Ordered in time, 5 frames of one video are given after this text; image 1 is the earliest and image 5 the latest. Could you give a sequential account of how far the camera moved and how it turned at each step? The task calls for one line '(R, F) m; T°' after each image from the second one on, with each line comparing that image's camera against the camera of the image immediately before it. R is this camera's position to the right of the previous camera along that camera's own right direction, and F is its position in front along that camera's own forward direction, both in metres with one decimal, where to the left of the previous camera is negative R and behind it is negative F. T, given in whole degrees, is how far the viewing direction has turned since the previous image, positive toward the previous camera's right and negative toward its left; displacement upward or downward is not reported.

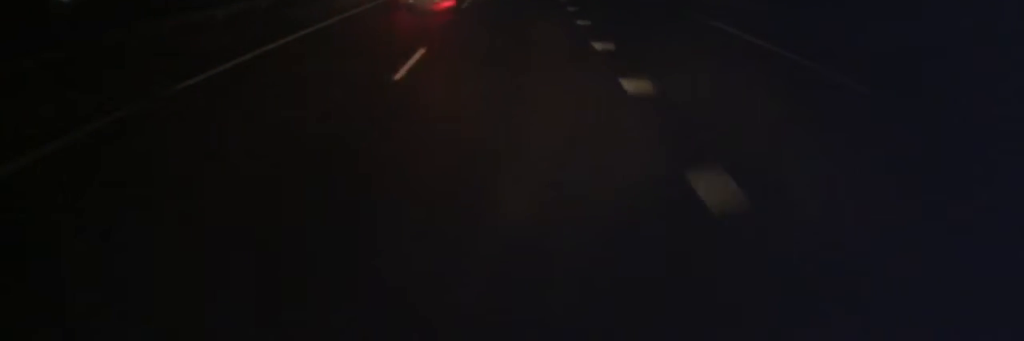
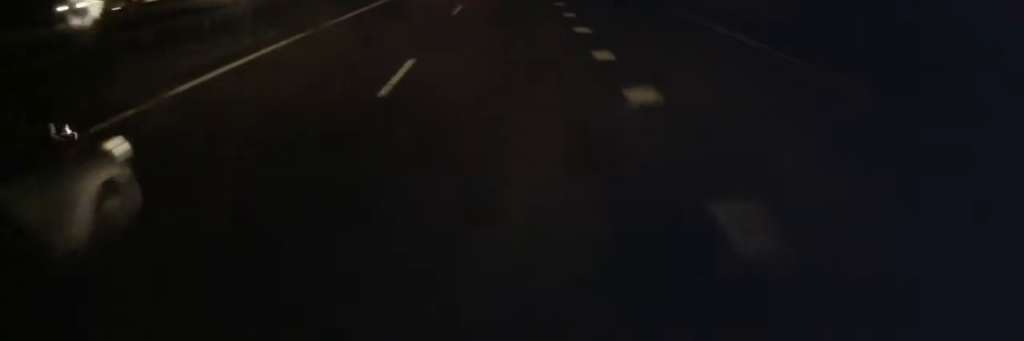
(-0.5, +36.6) m; 0°
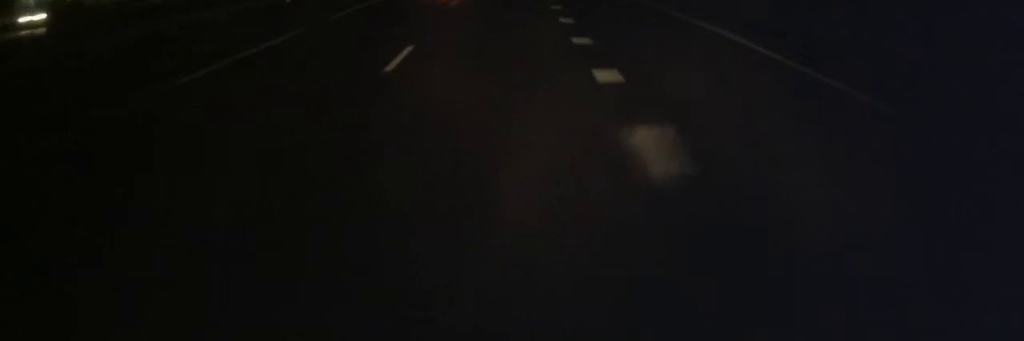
(+0.2, +70.7) m; -1°
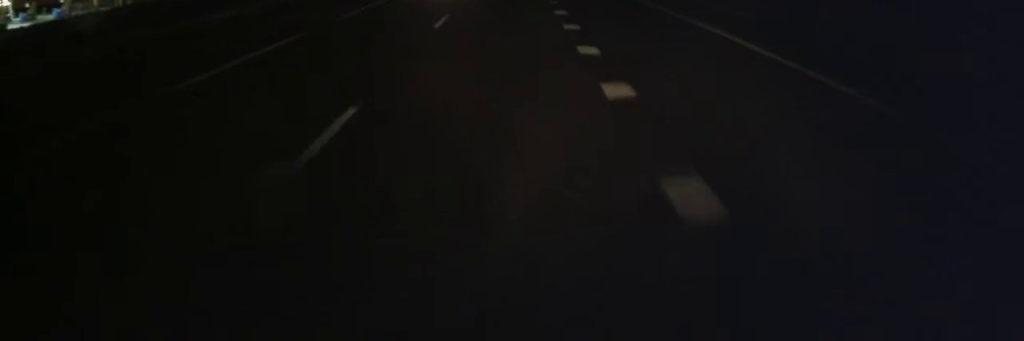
(-0.1, +29.3) m; +1°
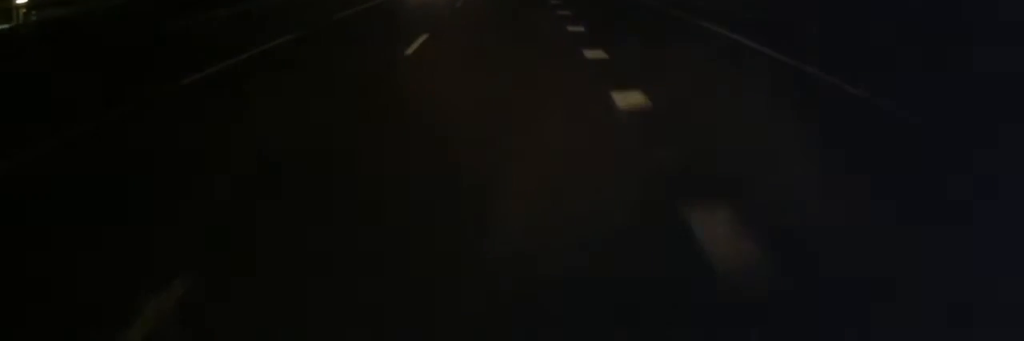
(+0.2, +16.9) m; 0°
